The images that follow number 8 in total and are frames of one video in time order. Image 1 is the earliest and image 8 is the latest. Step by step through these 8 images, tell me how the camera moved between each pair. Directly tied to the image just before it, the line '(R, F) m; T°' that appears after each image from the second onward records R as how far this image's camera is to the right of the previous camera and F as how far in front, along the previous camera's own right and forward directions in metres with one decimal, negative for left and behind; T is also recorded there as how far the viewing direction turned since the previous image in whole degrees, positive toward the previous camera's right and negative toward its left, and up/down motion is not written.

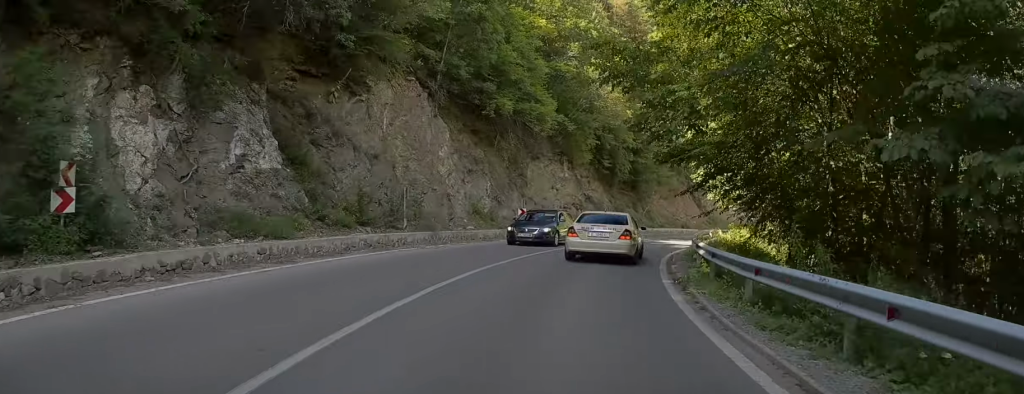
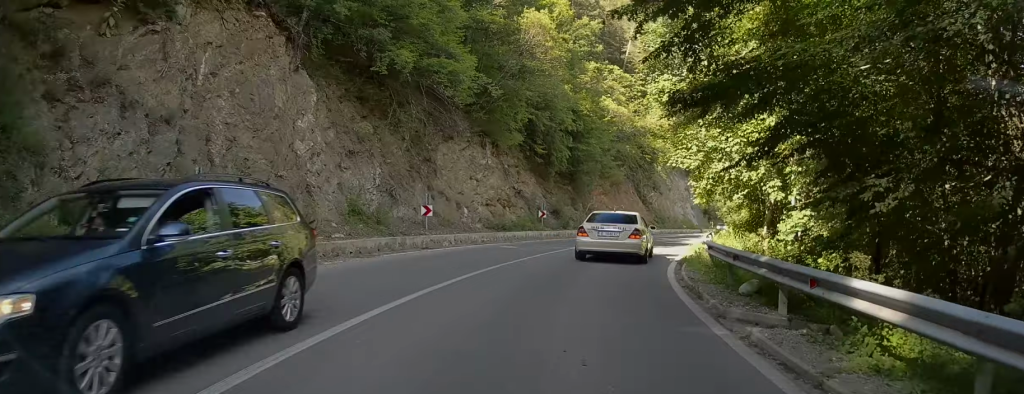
(+0.3, +10.4) m; +6°
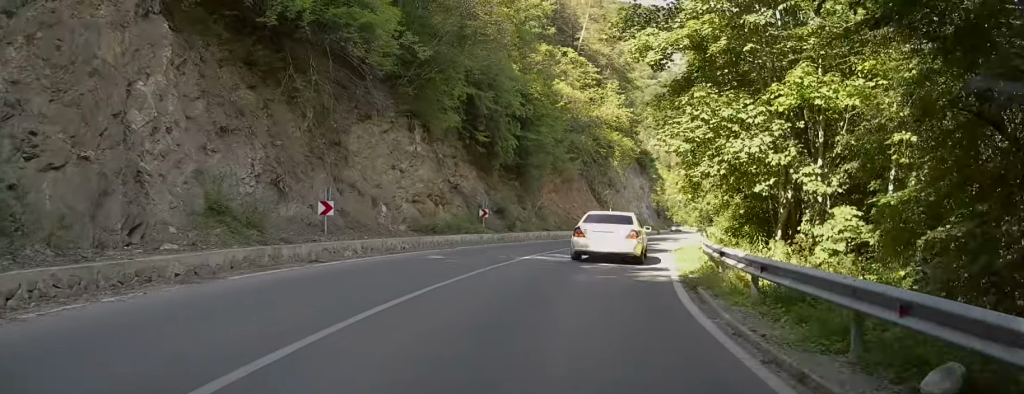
(+0.5, +6.4) m; +4°
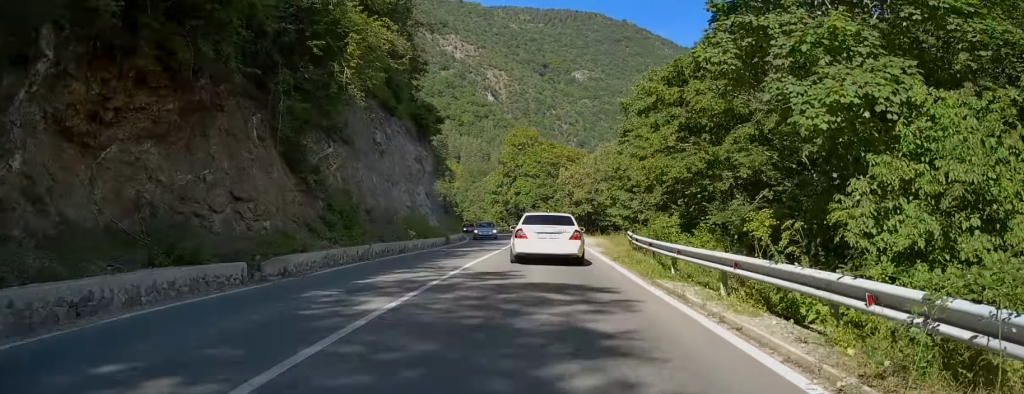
(+5.7, +35.9) m; +16°
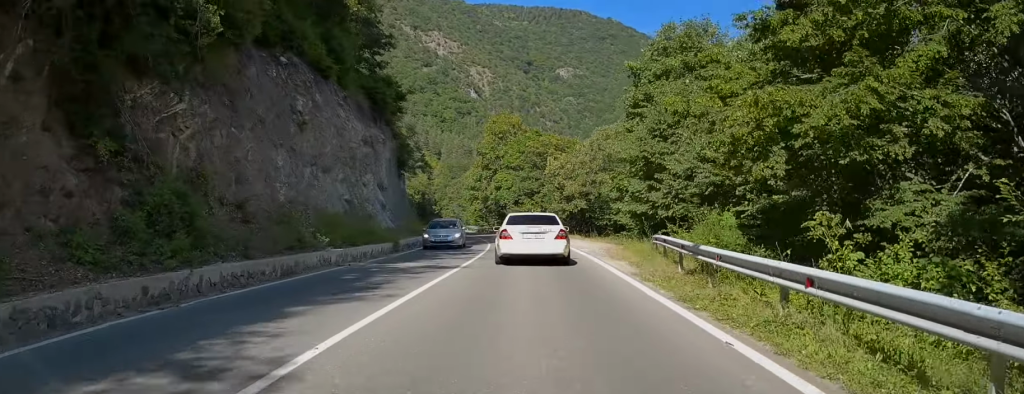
(+0.5, +11.1) m; +1°
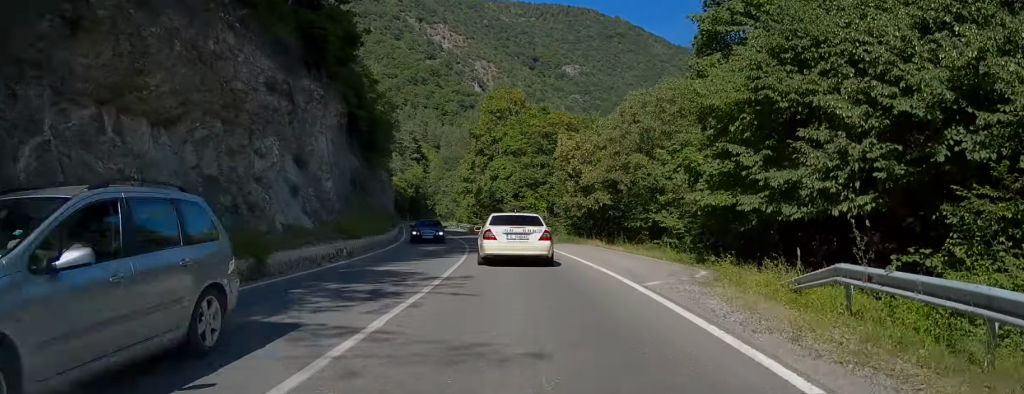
(-0.2, +14.9) m; 0°
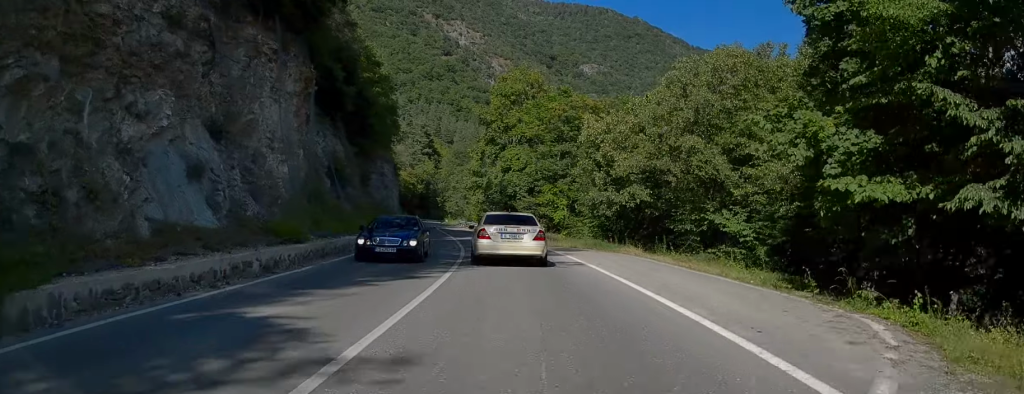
(+0.1, +8.3) m; -1°
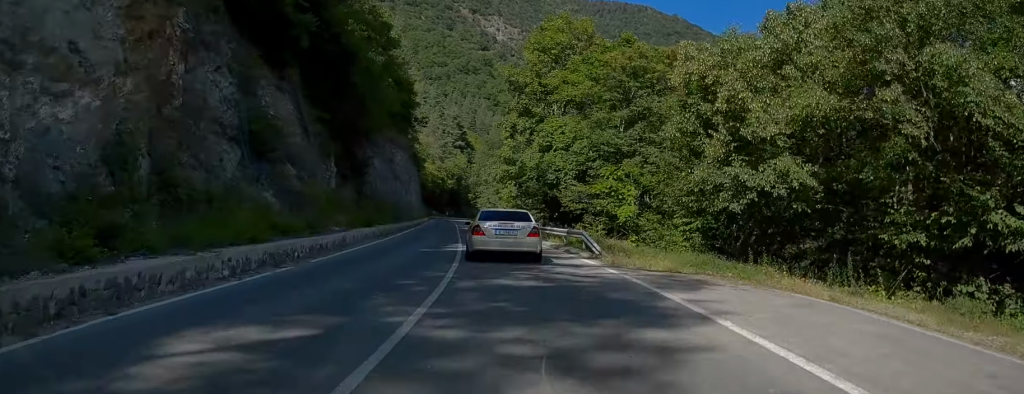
(-0.2, +15.0) m; -4°
